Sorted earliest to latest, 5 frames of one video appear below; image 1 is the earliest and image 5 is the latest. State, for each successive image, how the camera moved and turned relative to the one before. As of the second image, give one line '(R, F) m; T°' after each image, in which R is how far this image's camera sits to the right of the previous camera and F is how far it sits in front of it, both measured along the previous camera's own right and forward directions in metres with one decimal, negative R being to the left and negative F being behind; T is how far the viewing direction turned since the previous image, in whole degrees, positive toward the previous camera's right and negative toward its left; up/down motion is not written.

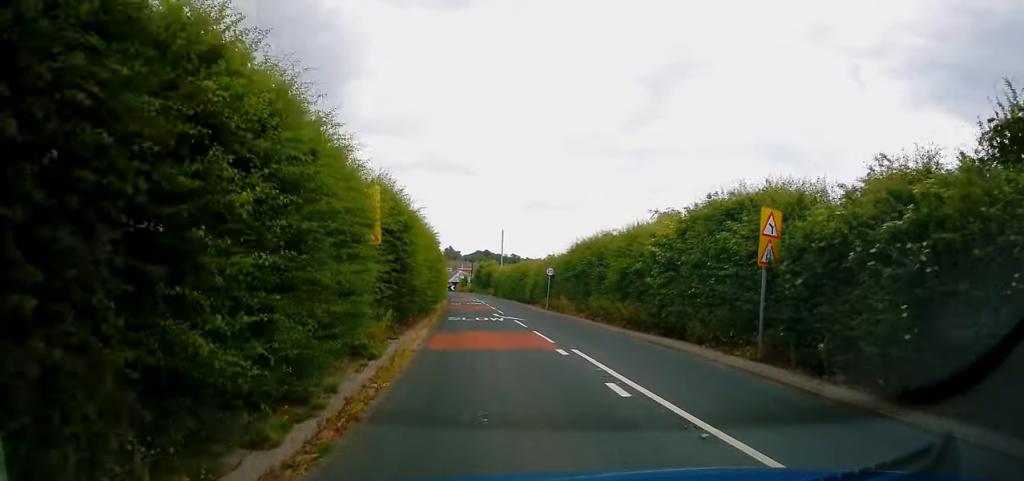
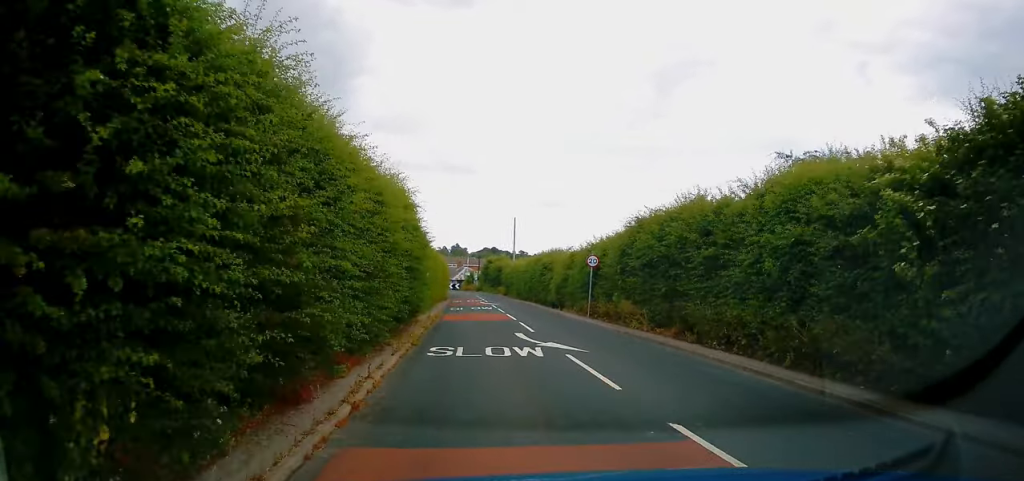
(0.0, +13.2) m; -1°
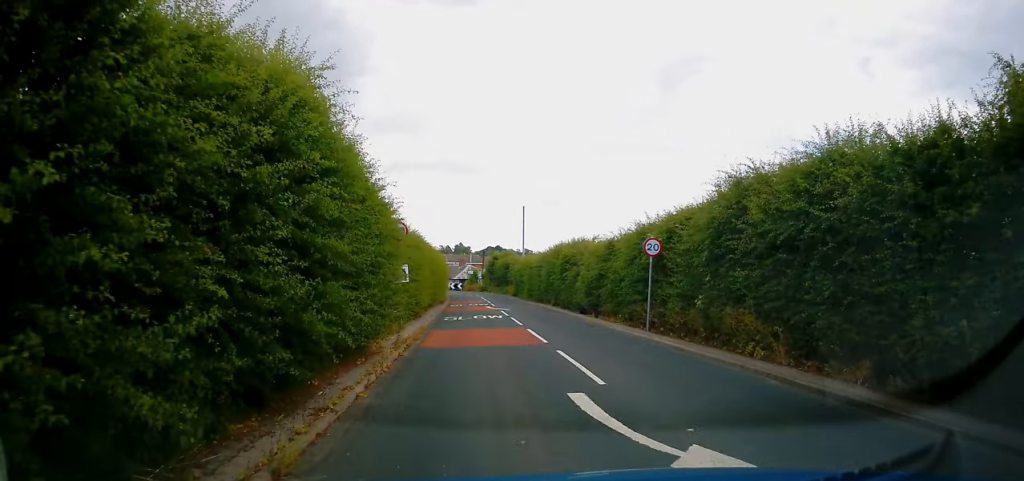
(-0.1, +9.5) m; 0°
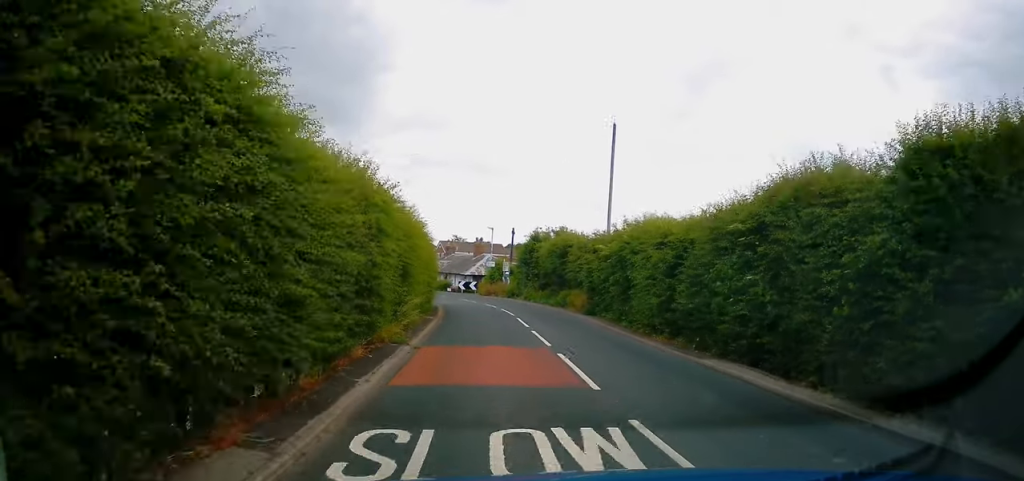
(-0.4, +34.1) m; -2°
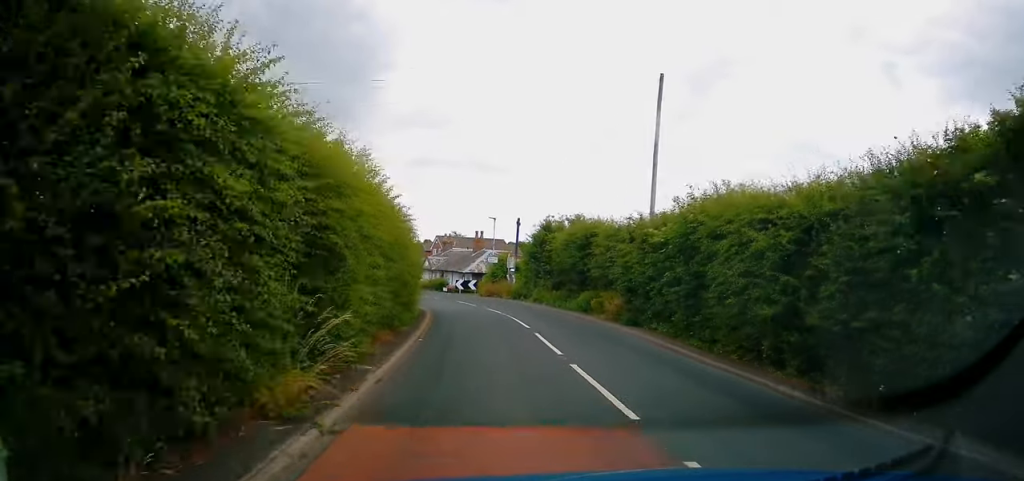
(+0.1, +7.3) m; +1°
